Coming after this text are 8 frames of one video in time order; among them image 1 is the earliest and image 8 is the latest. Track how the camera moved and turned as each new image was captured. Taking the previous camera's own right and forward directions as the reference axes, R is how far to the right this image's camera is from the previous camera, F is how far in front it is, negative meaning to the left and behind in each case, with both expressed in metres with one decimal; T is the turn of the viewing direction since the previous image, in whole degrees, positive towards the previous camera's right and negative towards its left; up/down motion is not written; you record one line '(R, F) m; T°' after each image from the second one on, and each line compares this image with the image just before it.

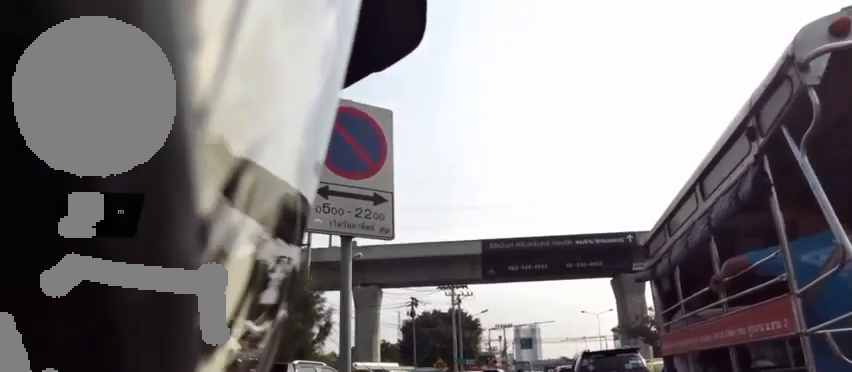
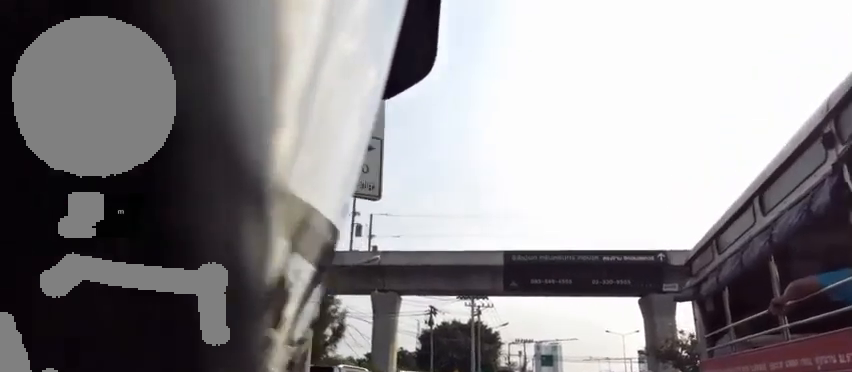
(0.0, +1.3) m; 0°
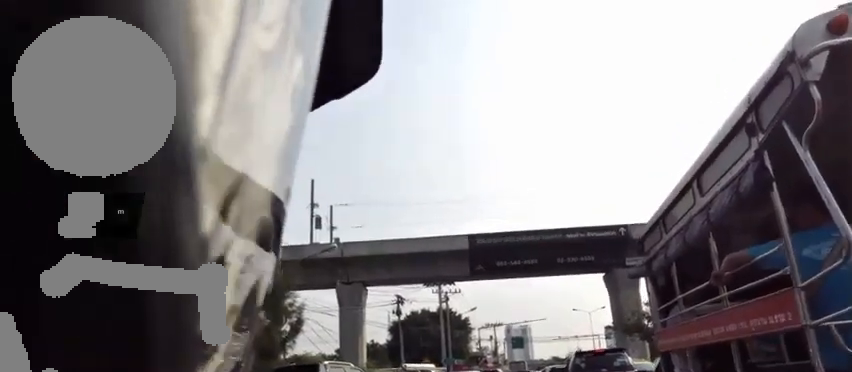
(0.0, +1.5) m; 0°
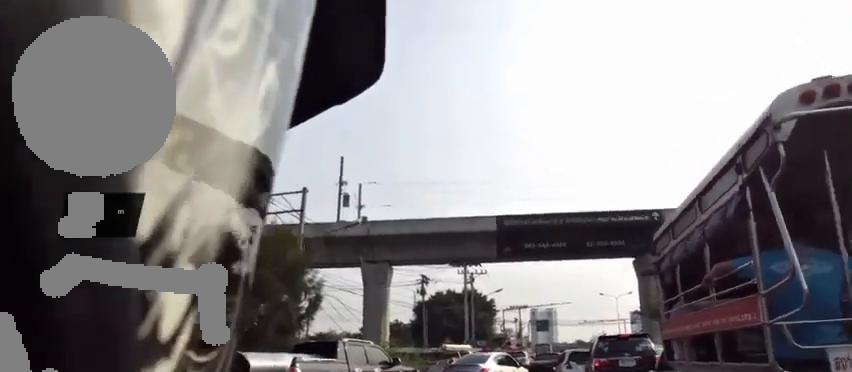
(0.0, +1.0) m; 0°
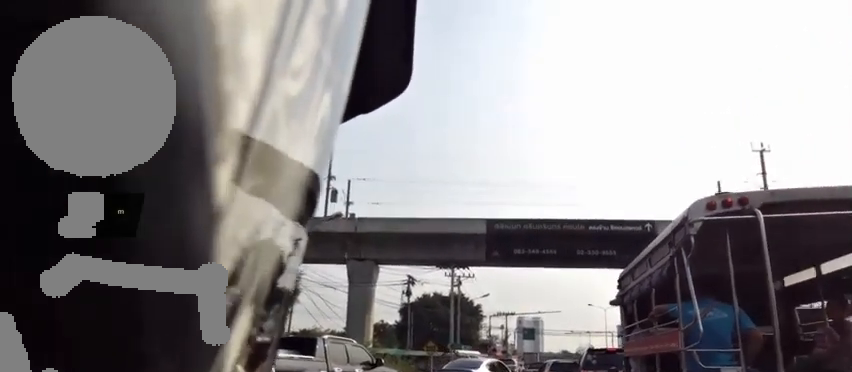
(0.0, +1.6) m; -2°
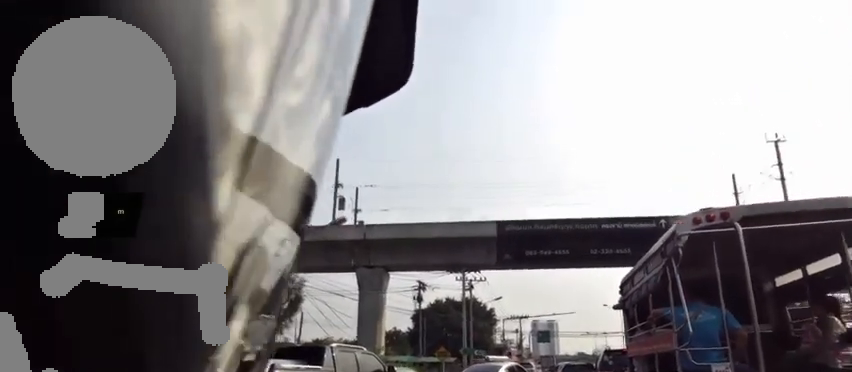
(0.0, +0.9) m; -3°
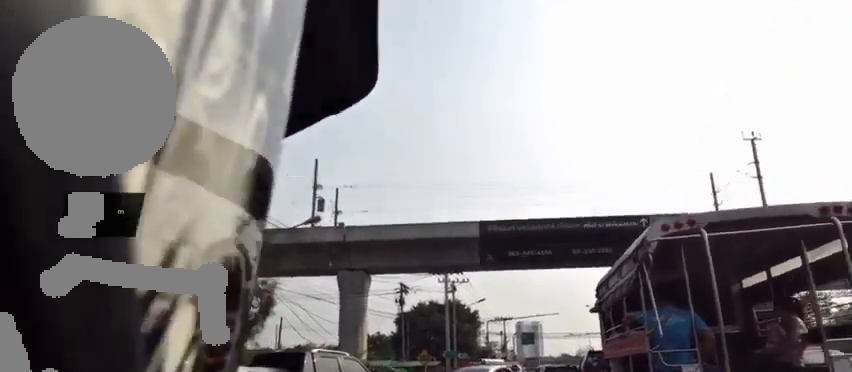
(-0.1, +0.7) m; 0°
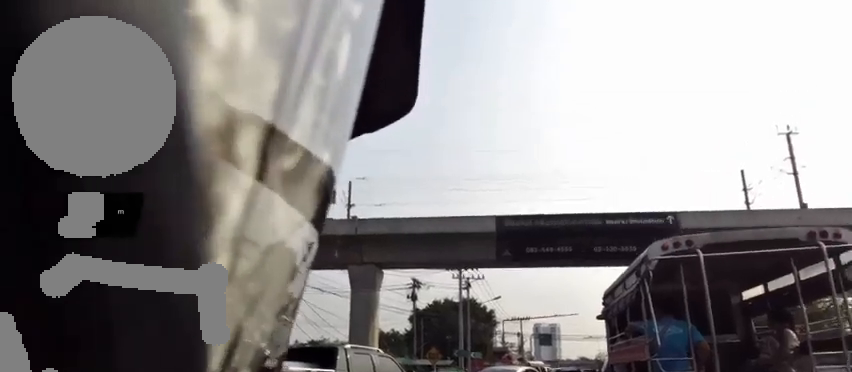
(-0.2, +2.0) m; 0°
